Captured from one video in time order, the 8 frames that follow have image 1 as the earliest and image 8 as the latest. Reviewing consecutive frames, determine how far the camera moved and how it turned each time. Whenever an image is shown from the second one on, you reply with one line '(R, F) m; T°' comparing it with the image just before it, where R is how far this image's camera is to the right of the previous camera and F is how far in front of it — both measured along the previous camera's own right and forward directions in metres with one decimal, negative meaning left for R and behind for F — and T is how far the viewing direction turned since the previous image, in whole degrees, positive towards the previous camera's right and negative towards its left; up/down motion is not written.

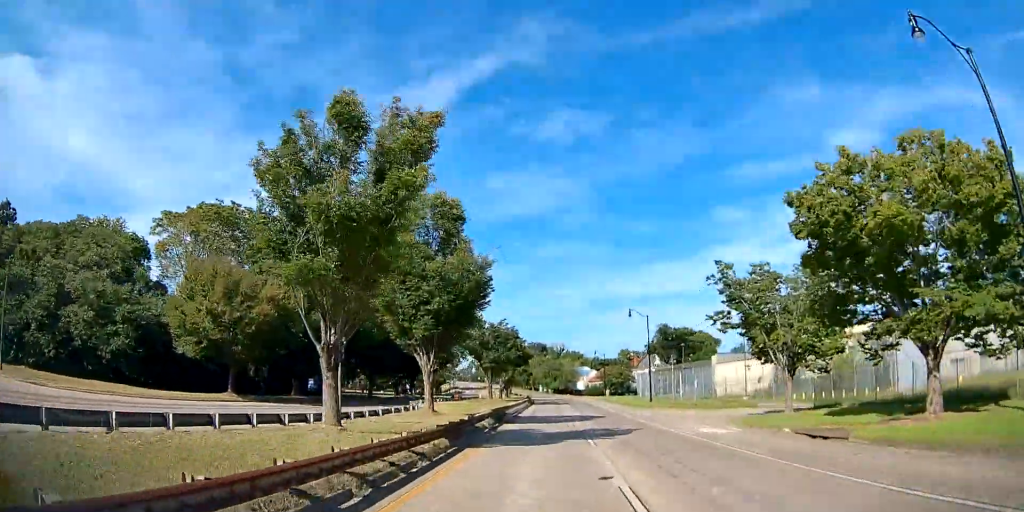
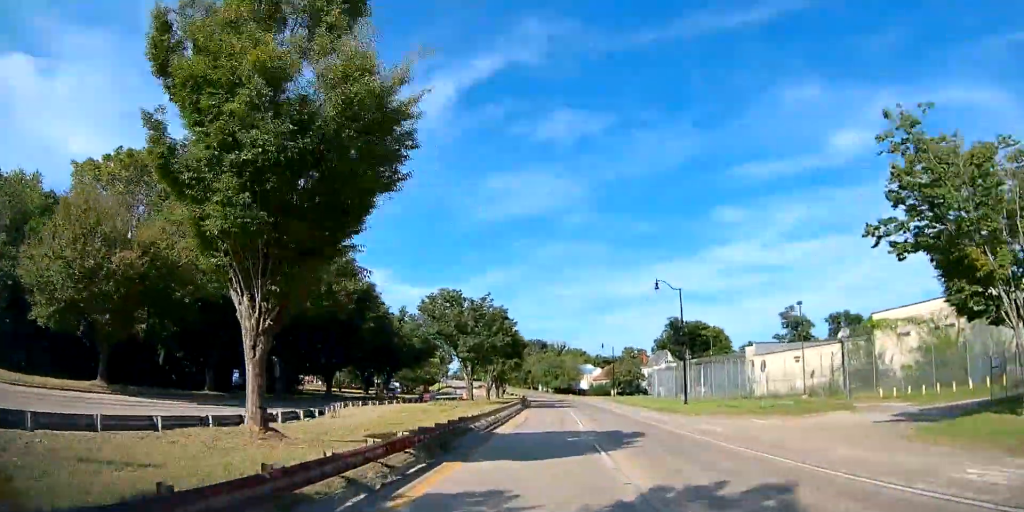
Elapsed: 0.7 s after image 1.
(-0.7, +15.7) m; -3°
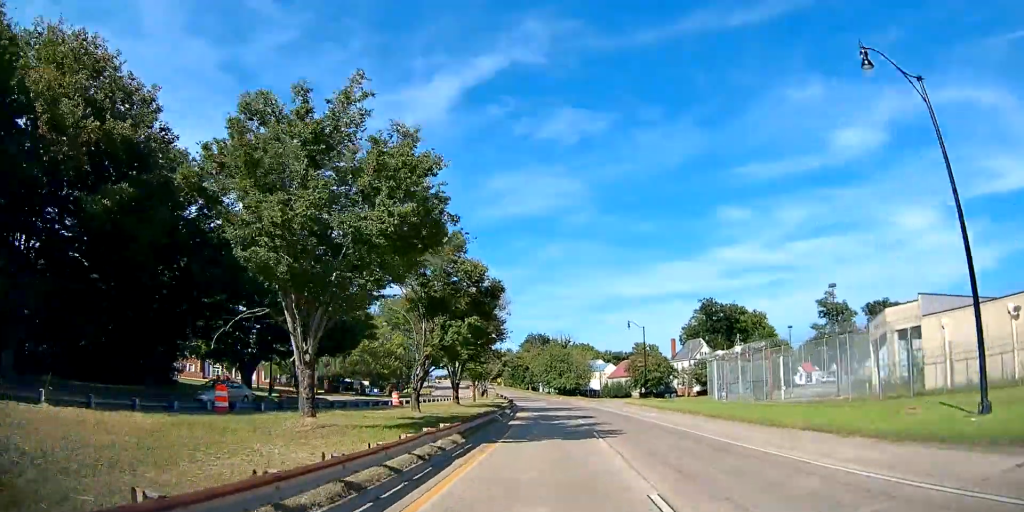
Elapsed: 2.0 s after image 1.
(-0.4, +32.8) m; -2°
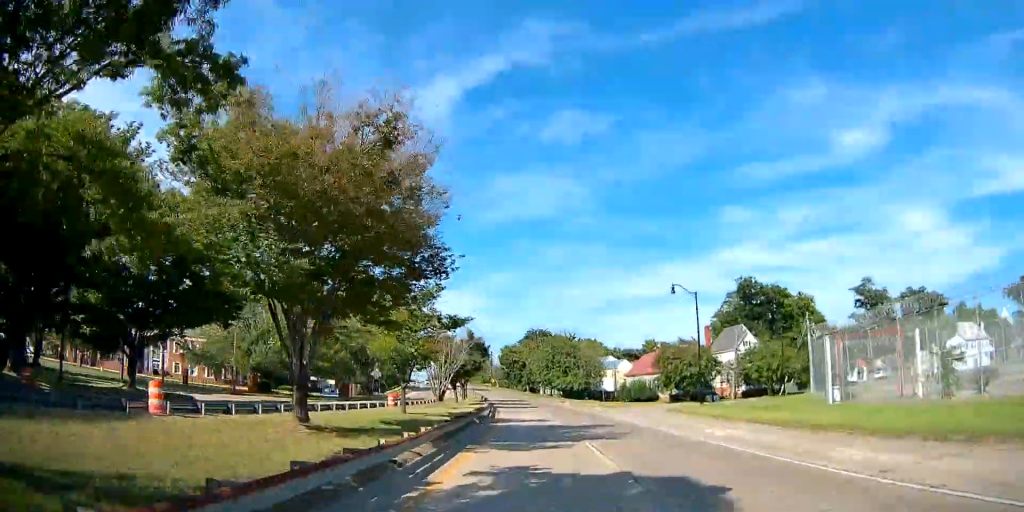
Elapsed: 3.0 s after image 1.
(-0.4, +25.2) m; -1°
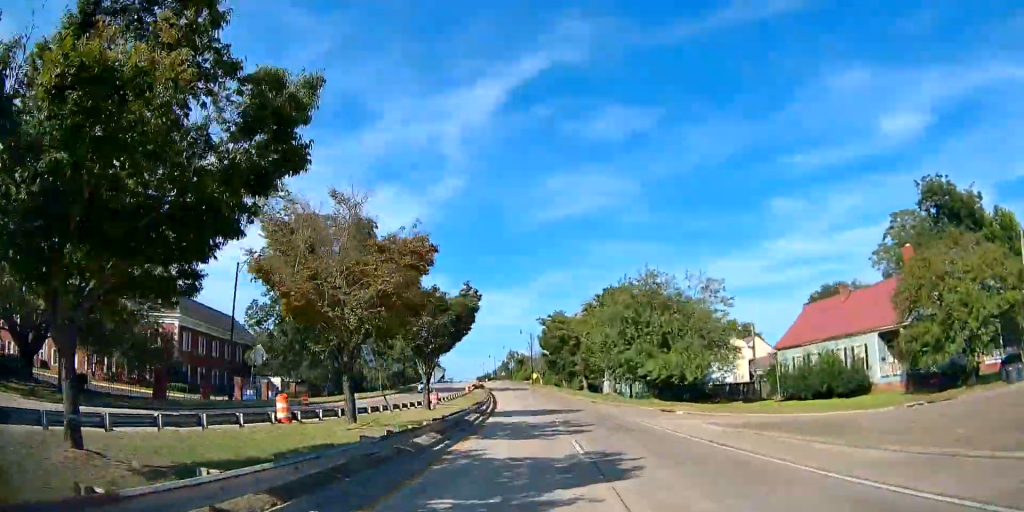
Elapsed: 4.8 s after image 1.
(0.0, +47.1) m; 0°
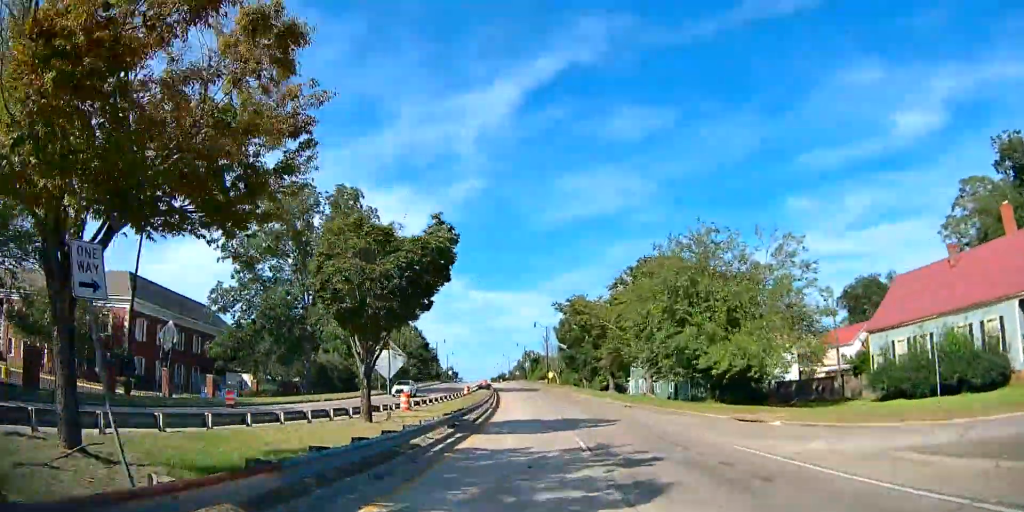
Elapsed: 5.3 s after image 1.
(0.0, +13.4) m; 0°
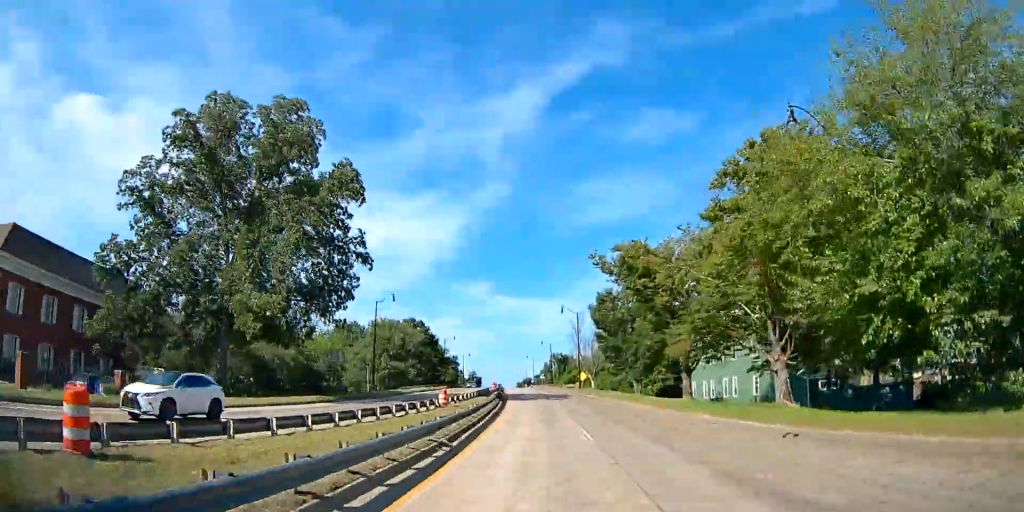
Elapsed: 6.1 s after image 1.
(0.0, +24.0) m; -3°
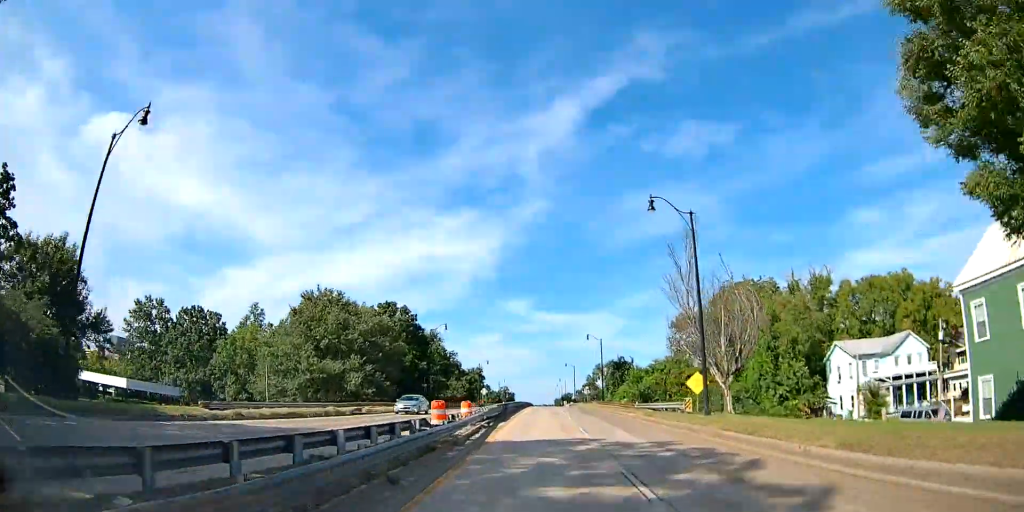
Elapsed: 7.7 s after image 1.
(-4.6, +43.9) m; -7°
